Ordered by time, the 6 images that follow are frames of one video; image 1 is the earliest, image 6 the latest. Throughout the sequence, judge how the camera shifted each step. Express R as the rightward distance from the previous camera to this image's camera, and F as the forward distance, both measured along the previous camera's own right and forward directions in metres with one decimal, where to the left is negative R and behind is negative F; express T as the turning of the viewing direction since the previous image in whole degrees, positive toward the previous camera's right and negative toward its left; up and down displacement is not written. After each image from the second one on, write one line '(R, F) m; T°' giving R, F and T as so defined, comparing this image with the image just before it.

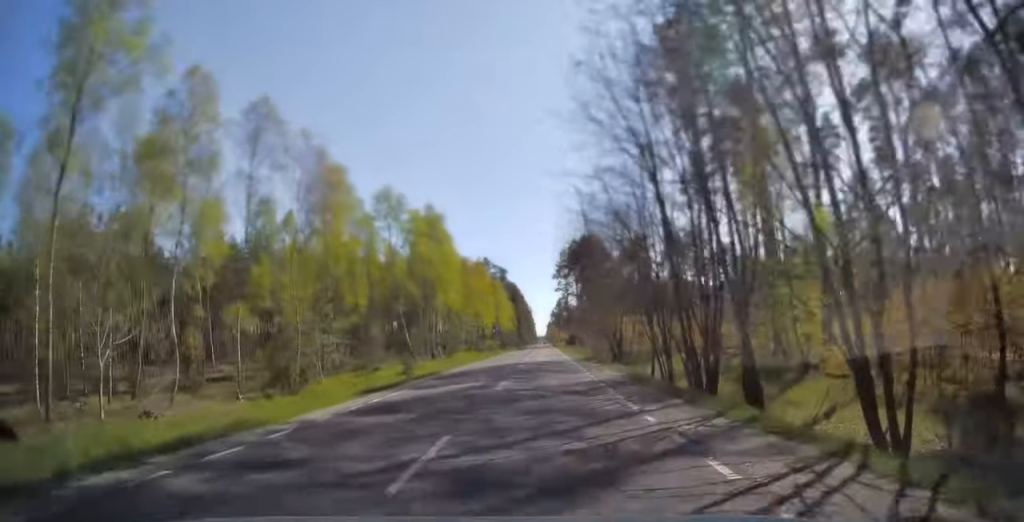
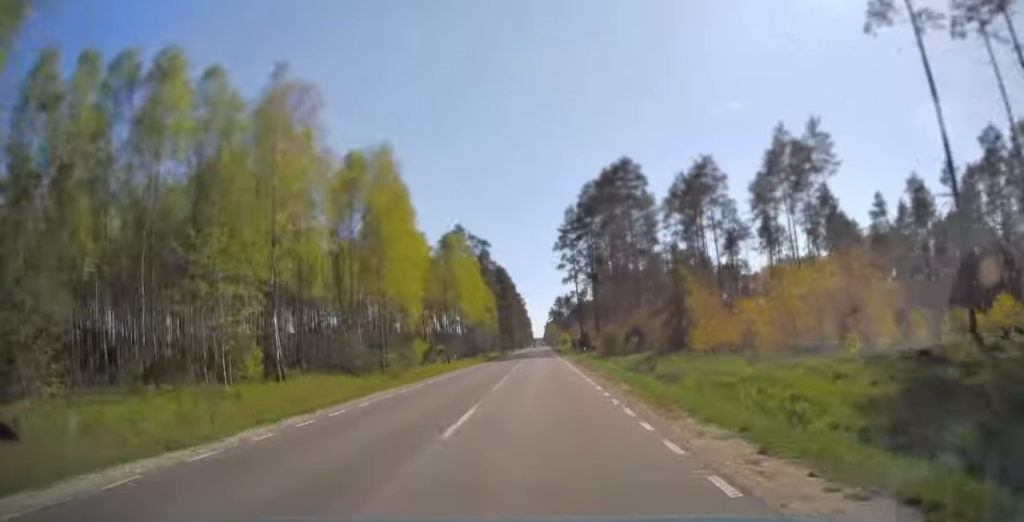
(+0.1, +55.3) m; 0°
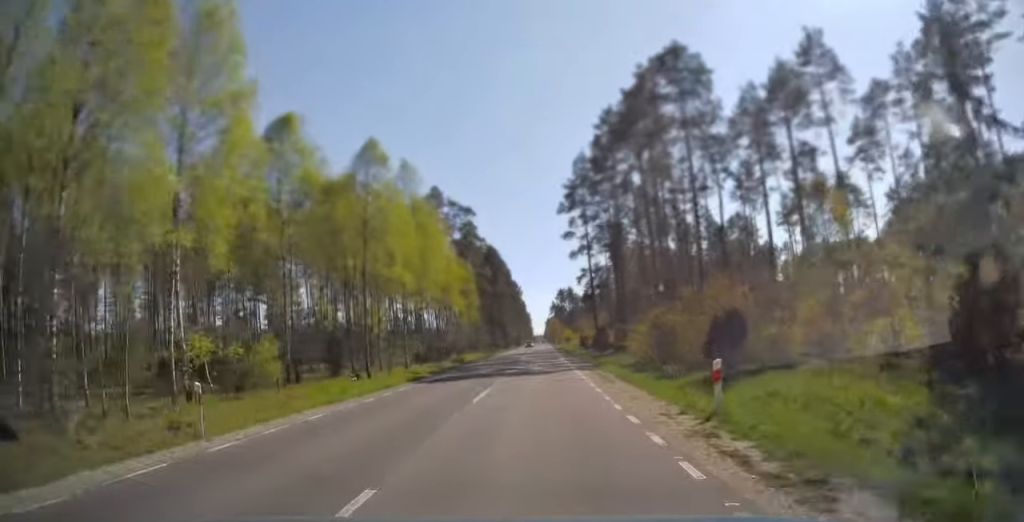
(0.0, +30.7) m; 0°
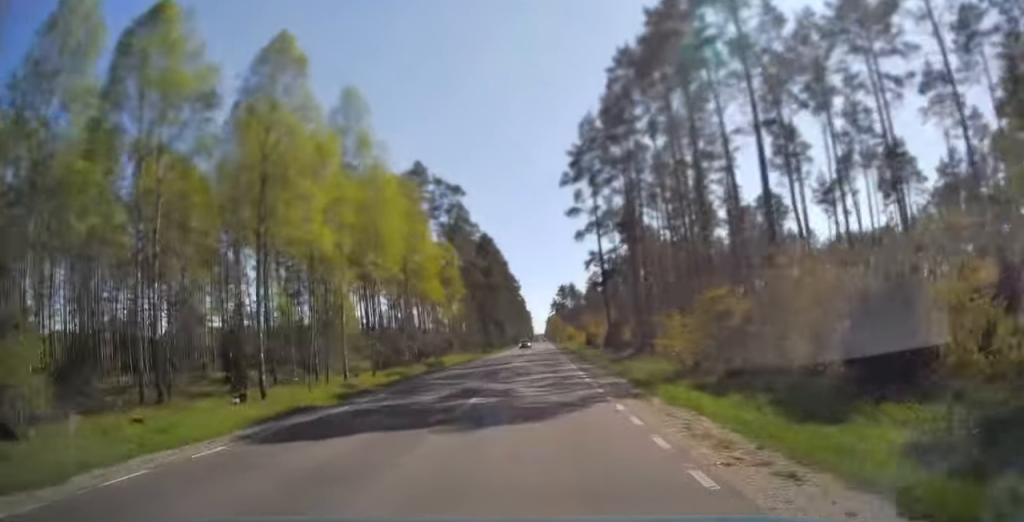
(+0.1, +14.2) m; 0°
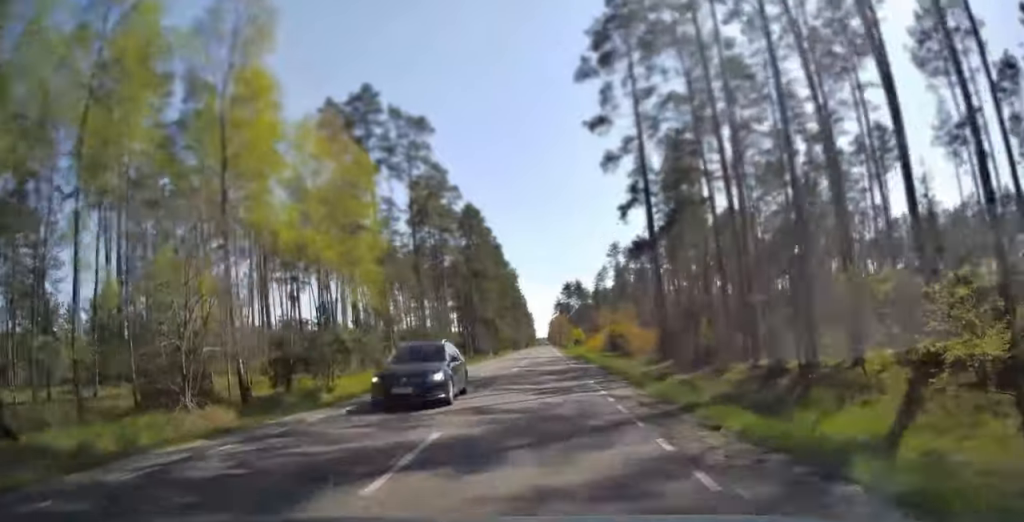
(-0.1, +29.3) m; 0°
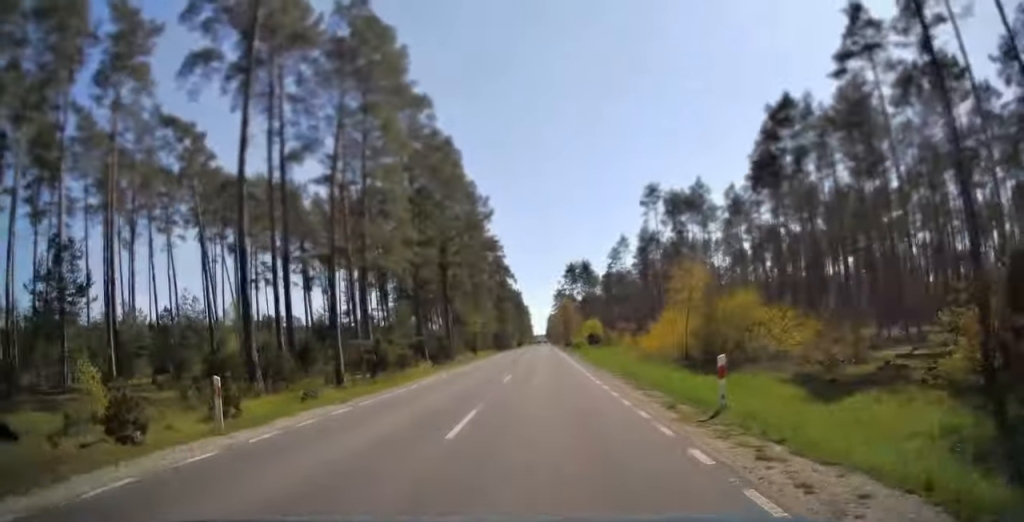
(+0.2, +55.8) m; 0°
